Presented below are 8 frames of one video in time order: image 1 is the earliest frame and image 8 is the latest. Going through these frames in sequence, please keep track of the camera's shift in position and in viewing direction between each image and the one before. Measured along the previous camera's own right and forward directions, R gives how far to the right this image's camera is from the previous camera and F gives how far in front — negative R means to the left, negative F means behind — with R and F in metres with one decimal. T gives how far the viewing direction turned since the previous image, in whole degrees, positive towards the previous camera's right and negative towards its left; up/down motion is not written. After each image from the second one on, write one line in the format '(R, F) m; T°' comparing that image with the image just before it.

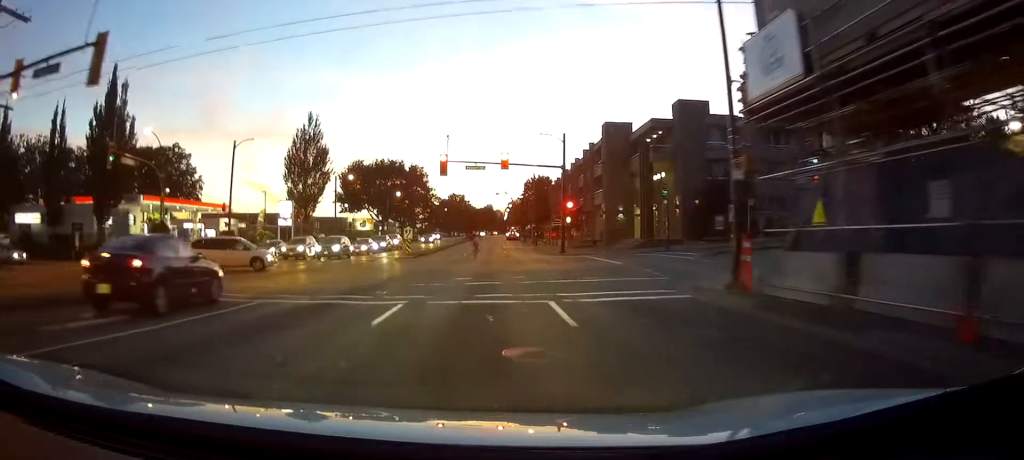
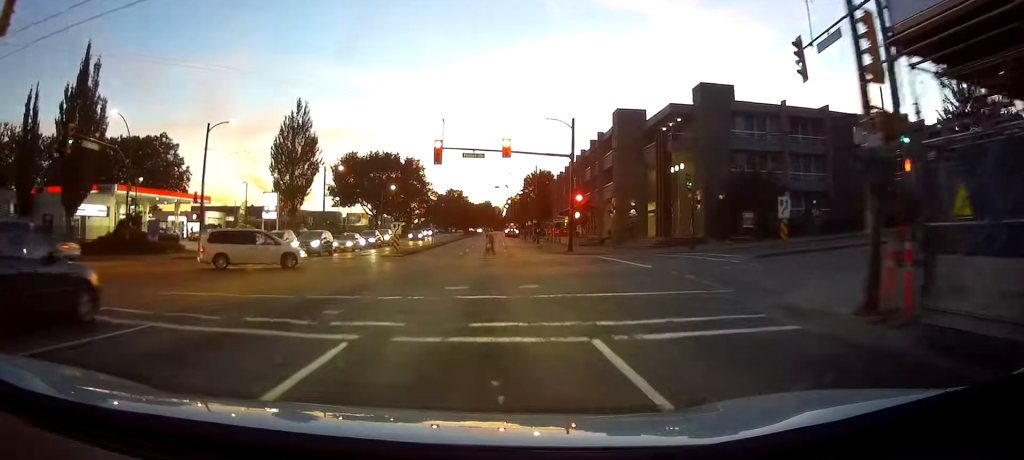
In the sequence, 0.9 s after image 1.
(-0.1, +4.6) m; -1°
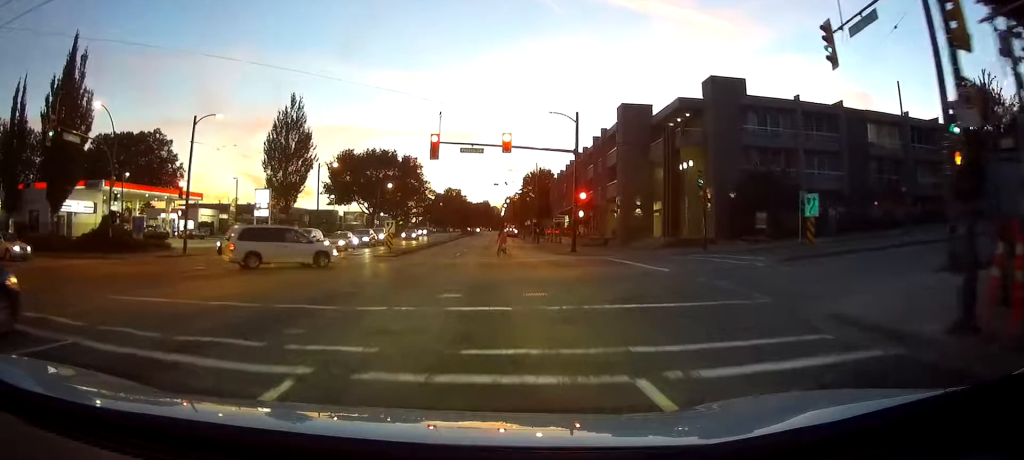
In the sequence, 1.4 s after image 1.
(0.0, +1.8) m; +1°
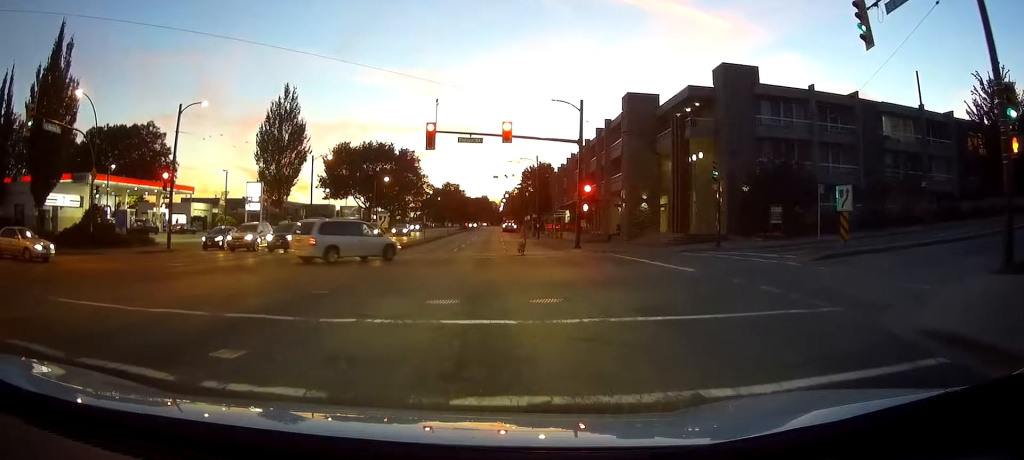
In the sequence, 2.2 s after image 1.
(0.0, +1.9) m; +4°
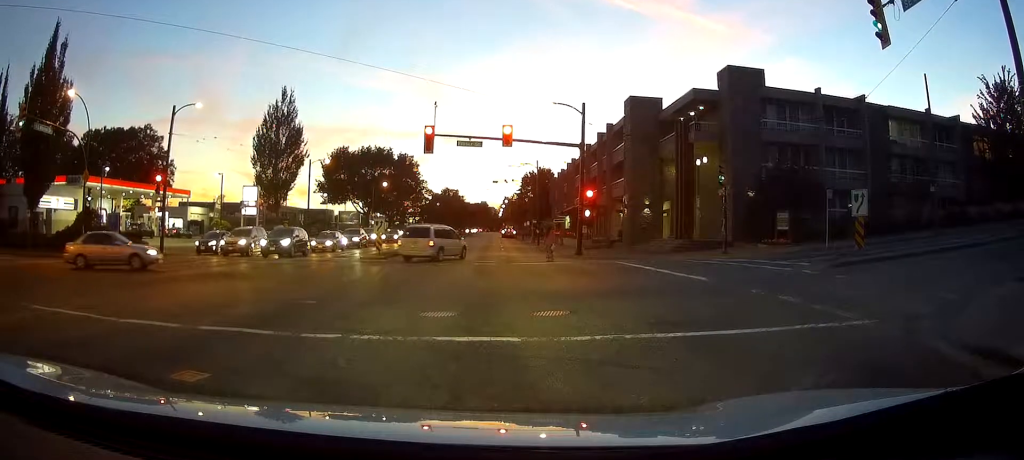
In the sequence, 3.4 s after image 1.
(+0.1, +0.7) m; 0°
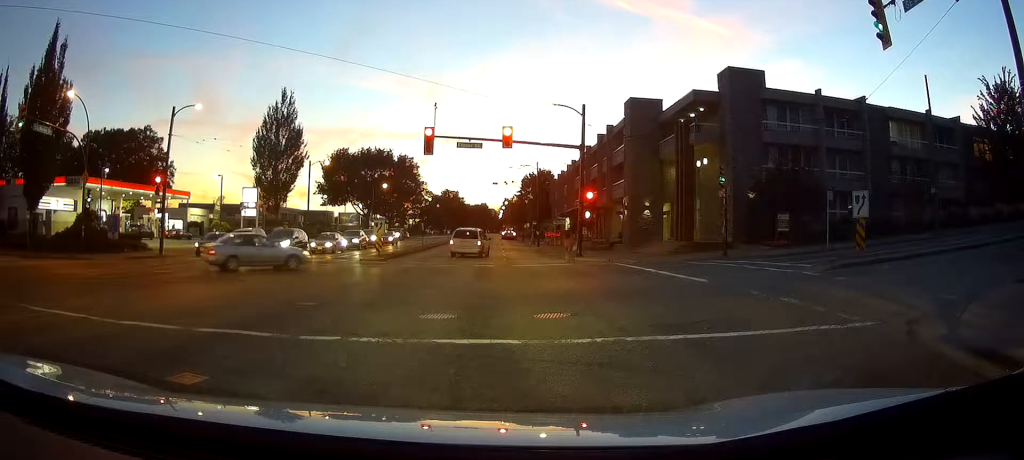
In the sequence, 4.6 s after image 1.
(+0.1, +0.3) m; 0°
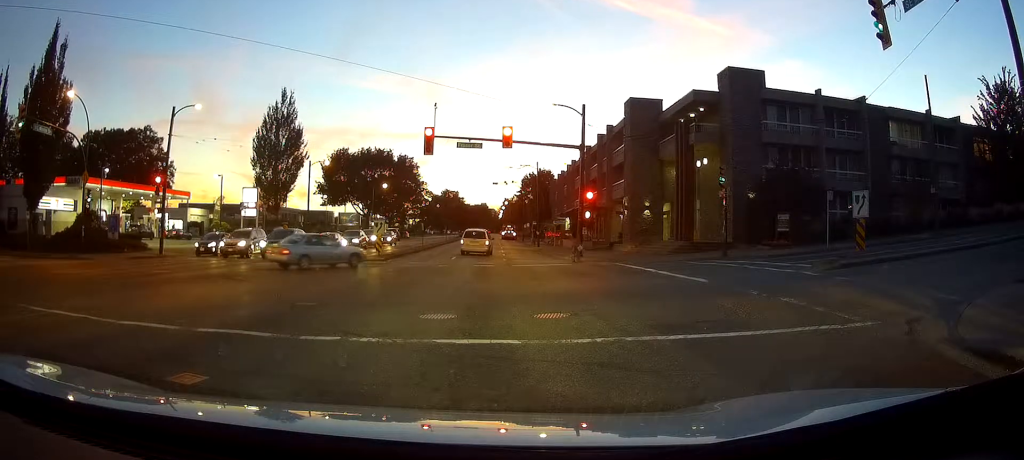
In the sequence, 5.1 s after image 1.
(0.0, 0.0) m; 0°
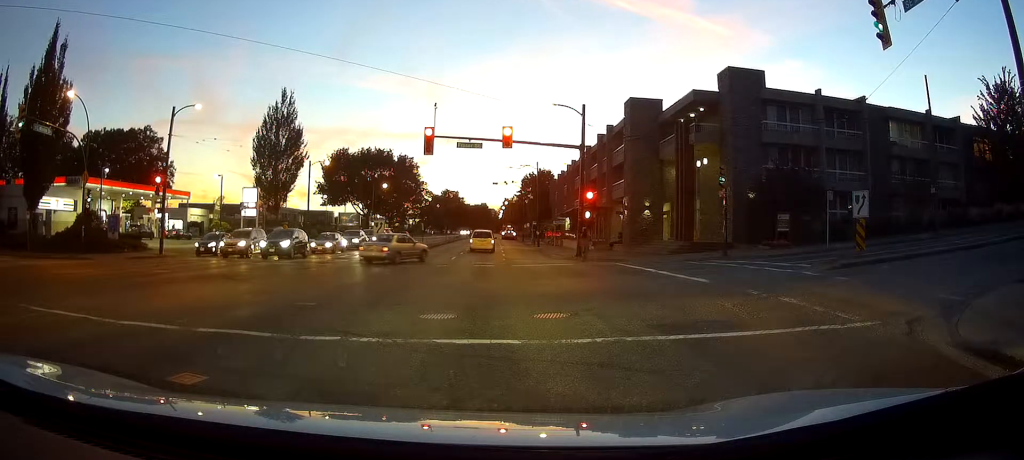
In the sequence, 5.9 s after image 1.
(0.0, 0.0) m; 0°
